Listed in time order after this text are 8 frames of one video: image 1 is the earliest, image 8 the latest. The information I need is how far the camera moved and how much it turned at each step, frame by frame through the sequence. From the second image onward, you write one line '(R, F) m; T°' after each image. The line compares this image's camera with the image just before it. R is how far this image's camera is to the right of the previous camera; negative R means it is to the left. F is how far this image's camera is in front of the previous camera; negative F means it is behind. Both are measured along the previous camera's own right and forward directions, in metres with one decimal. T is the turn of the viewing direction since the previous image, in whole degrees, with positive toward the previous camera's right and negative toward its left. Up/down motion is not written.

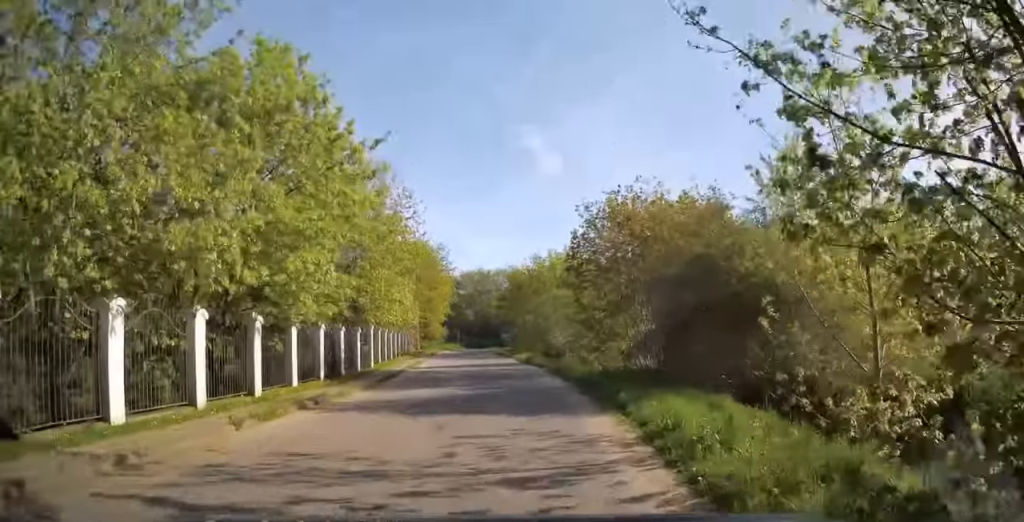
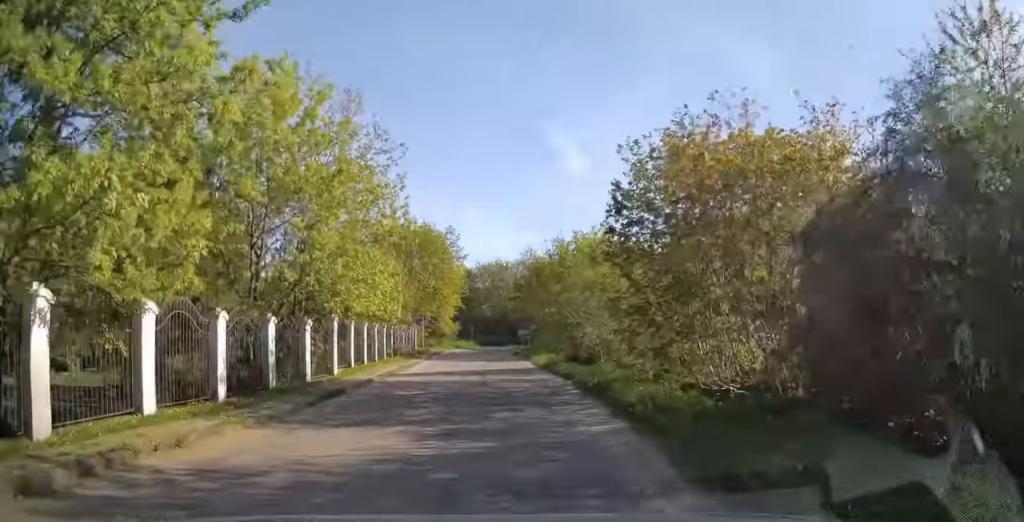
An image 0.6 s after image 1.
(-0.1, +8.2) m; -2°
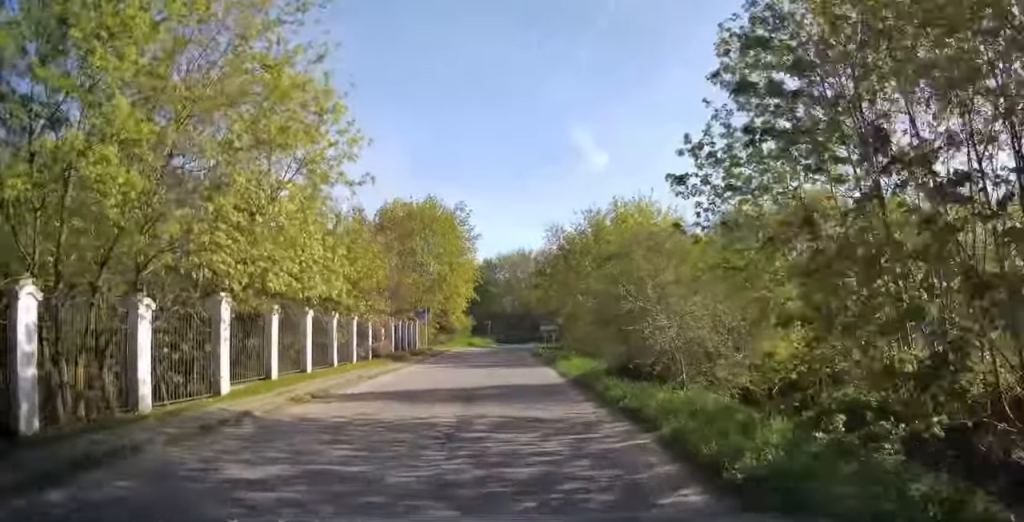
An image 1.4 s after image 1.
(-0.2, +9.5) m; -2°
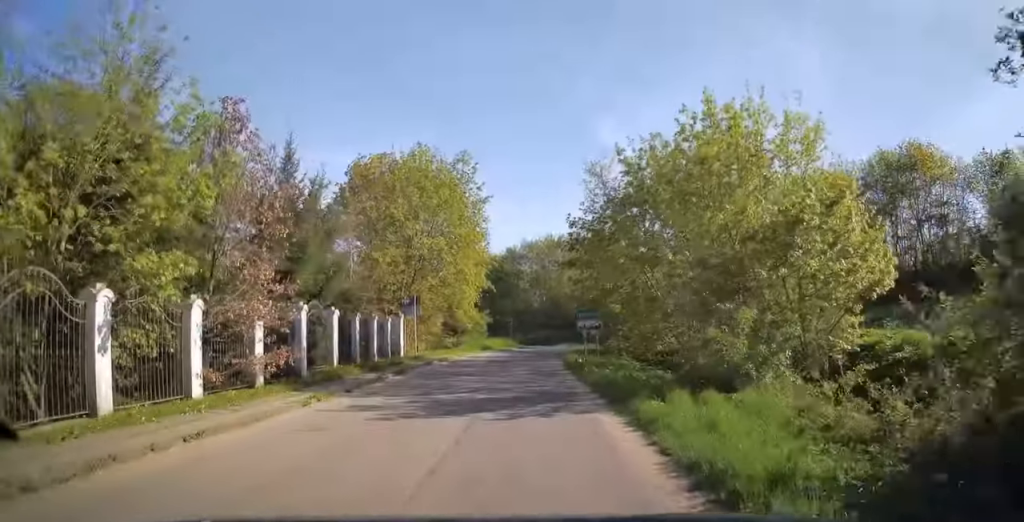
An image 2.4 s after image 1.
(-0.4, +13.7) m; -3°
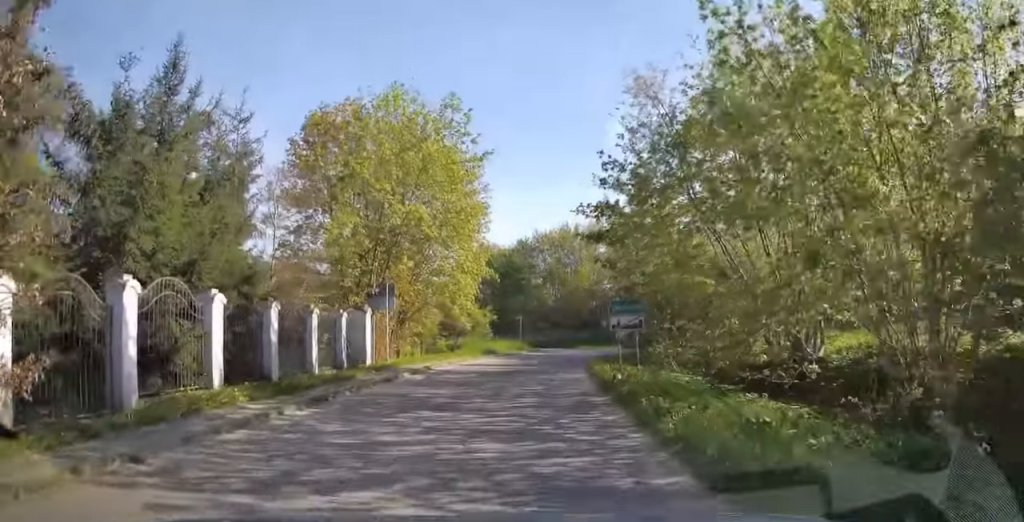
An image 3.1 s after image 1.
(-0.1, +8.6) m; -1°
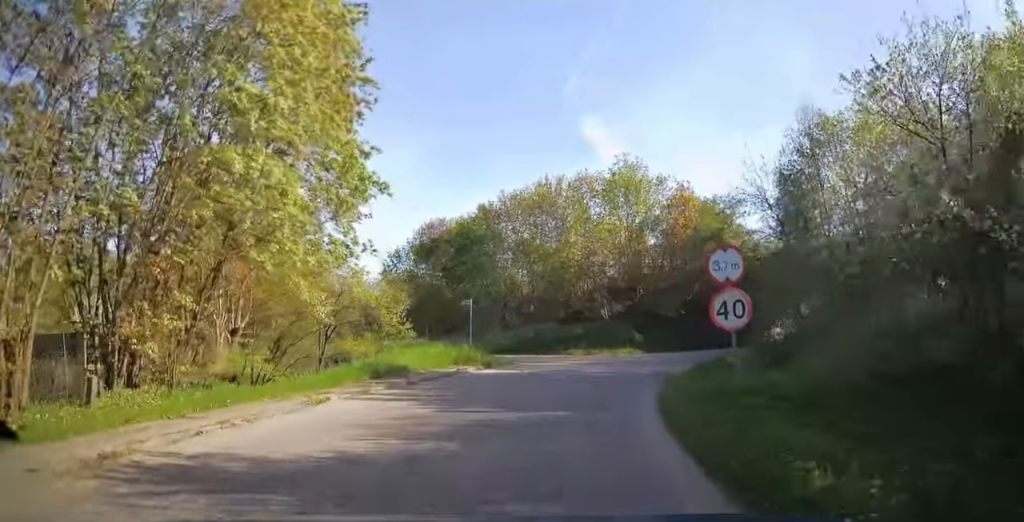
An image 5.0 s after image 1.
(0.0, +21.5) m; +3°
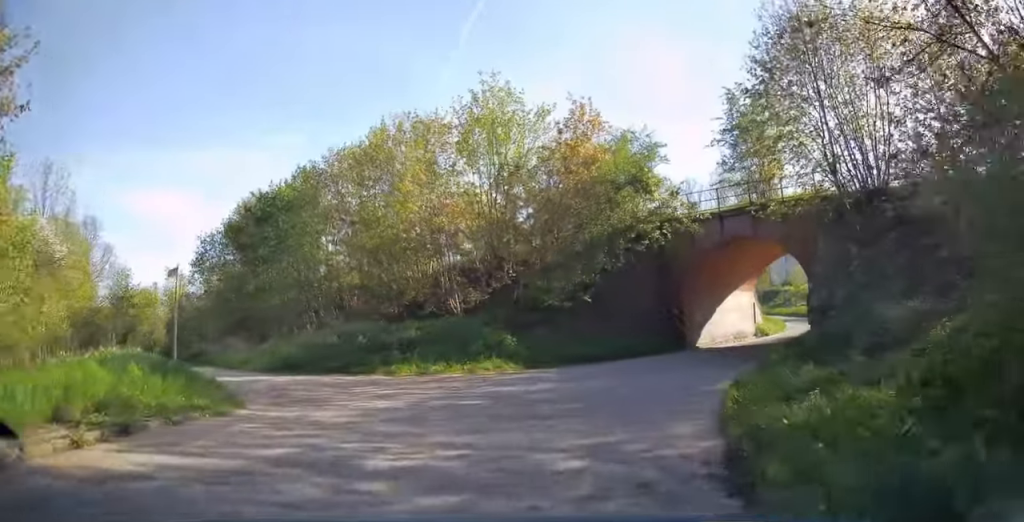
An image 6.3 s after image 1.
(+1.1, +14.6) m; +12°
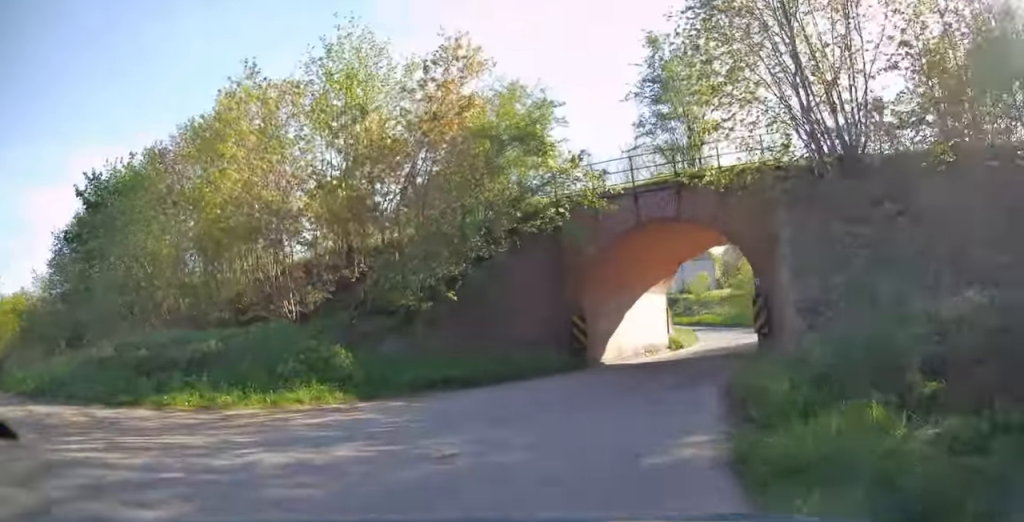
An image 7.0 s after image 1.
(+0.3, +6.5) m; +8°
